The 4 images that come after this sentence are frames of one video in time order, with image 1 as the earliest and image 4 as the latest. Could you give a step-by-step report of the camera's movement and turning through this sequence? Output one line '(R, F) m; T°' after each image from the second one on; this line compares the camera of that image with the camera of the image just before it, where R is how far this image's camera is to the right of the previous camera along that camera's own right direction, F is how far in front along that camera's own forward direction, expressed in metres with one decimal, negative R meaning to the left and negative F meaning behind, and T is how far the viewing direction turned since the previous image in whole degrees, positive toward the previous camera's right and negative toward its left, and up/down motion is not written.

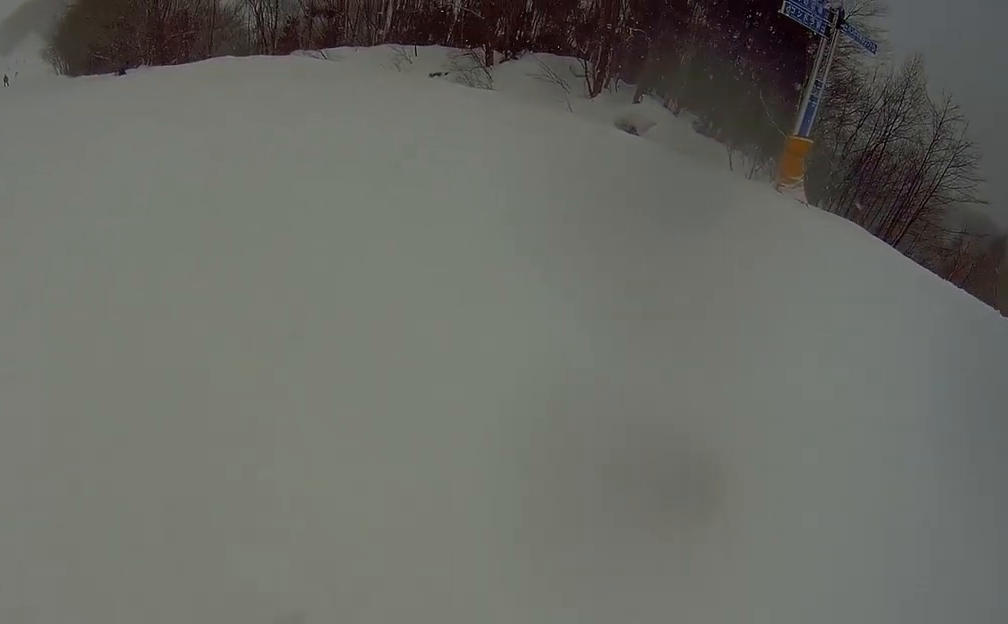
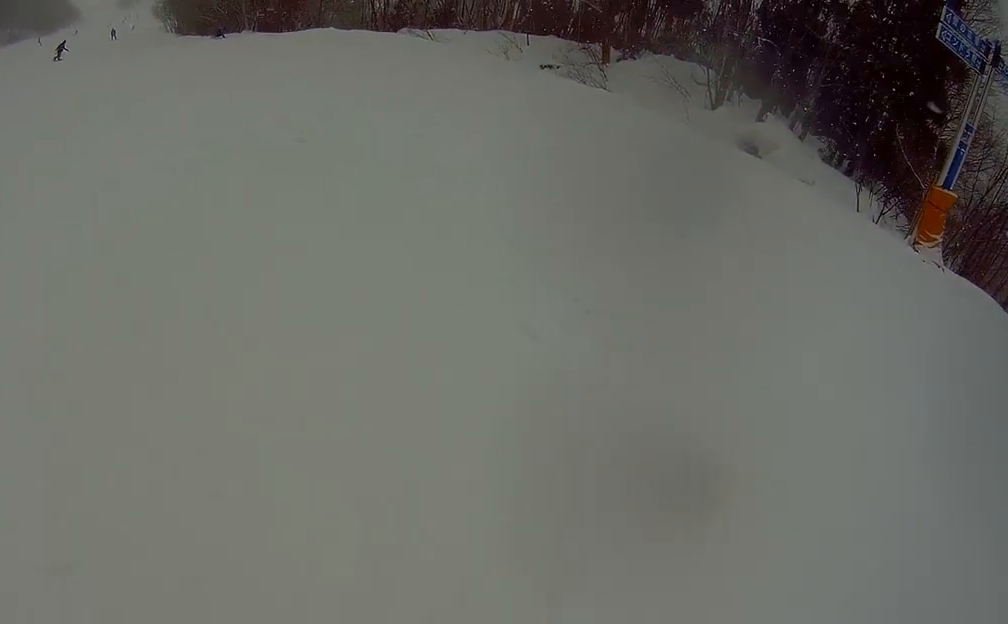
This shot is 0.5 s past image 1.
(+0.7, +2.8) m; -7°
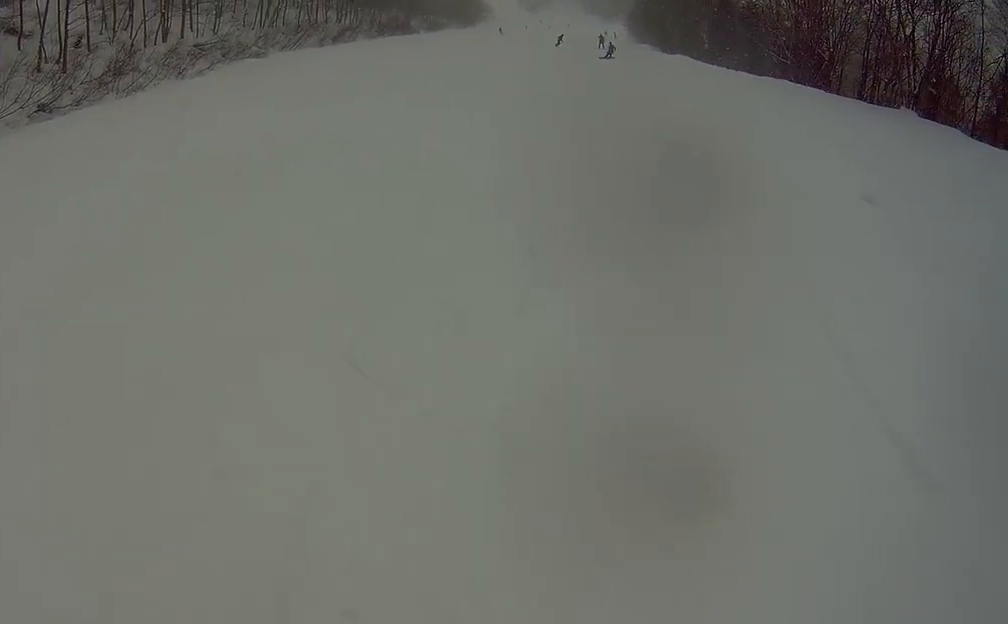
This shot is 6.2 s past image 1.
(-13.1, +12.1) m; -99°
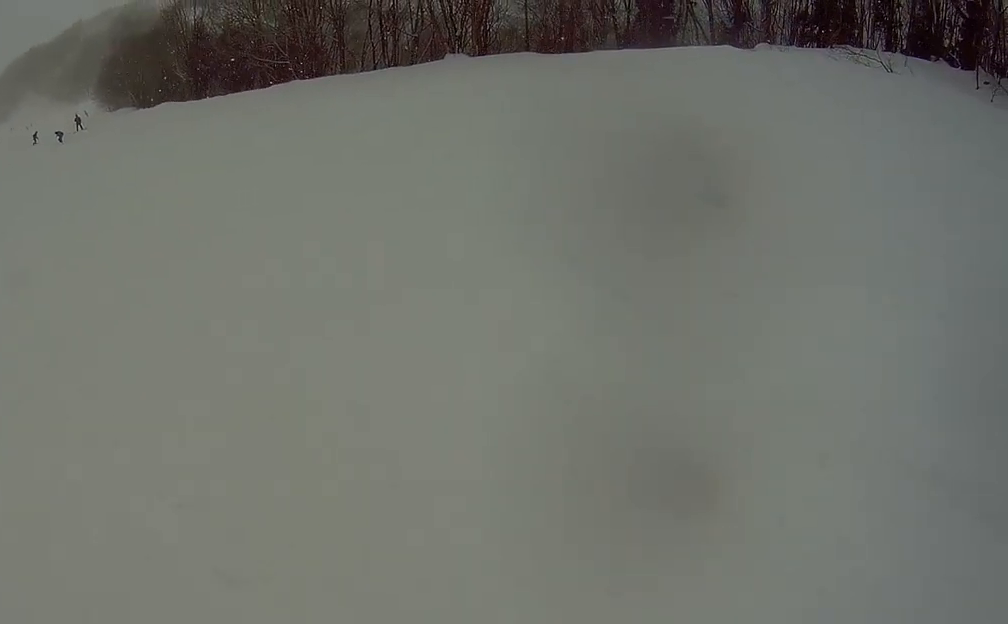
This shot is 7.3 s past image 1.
(+0.5, +3.2) m; +21°
